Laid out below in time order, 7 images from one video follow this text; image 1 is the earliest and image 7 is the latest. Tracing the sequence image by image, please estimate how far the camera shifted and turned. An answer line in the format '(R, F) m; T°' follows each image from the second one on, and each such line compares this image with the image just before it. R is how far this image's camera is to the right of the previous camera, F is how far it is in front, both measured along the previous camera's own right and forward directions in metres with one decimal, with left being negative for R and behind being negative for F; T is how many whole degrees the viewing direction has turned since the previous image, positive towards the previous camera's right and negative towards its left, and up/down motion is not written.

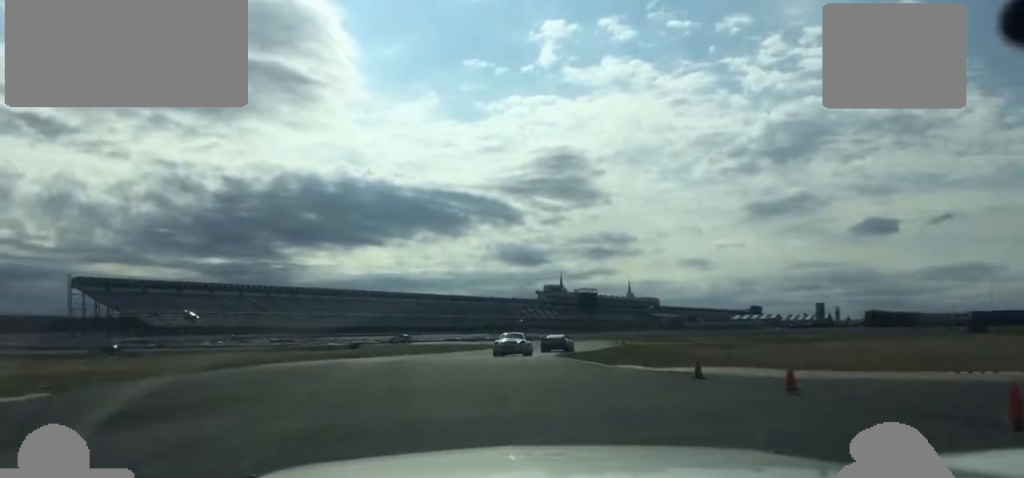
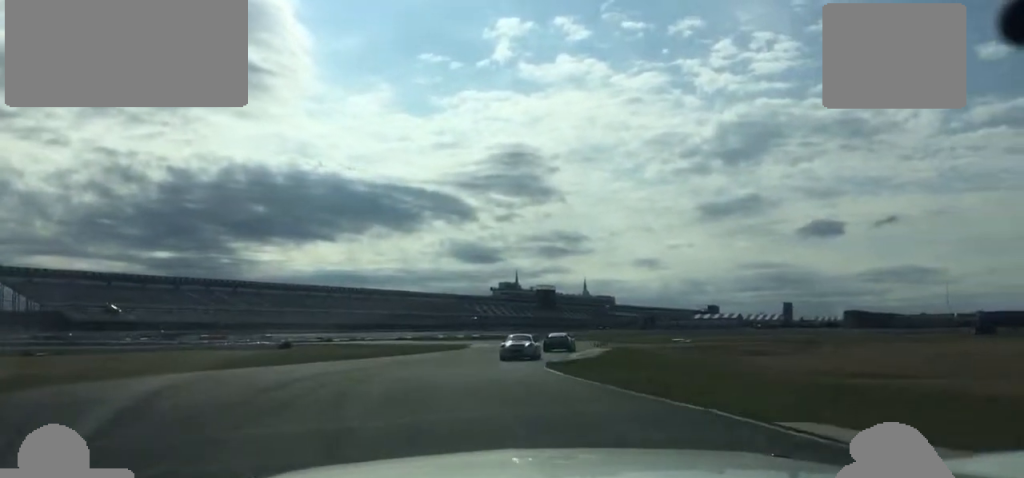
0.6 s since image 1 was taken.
(+0.5, +15.1) m; +2°
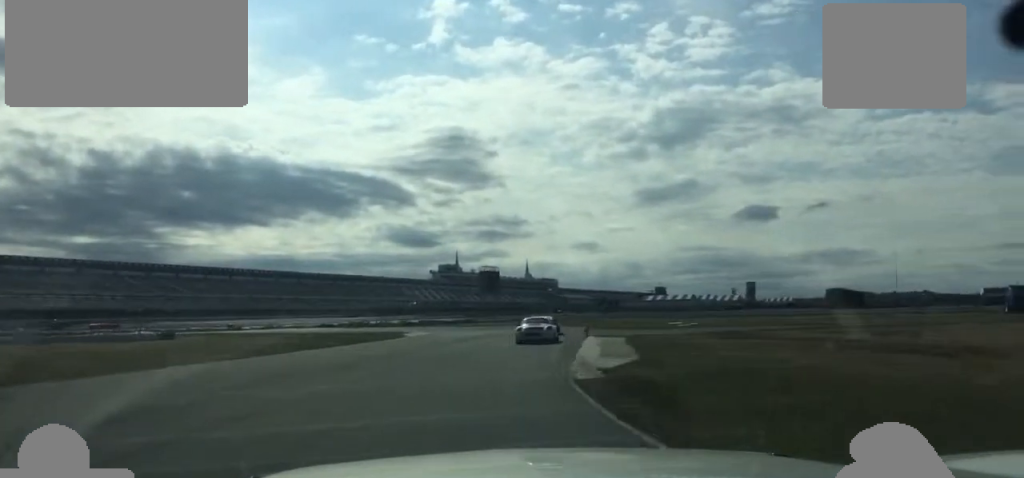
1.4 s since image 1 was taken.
(-0.1, +19.5) m; +4°
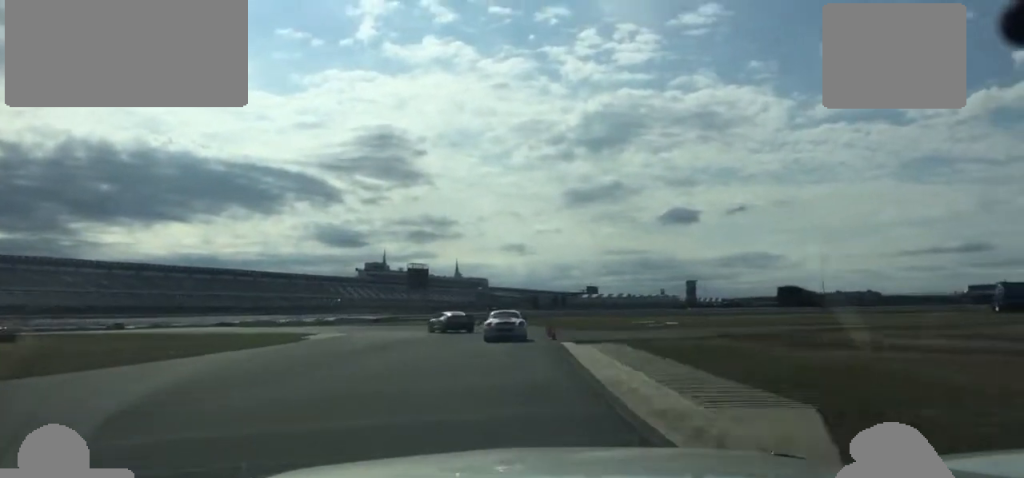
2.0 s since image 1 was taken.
(+0.8, +14.5) m; +3°
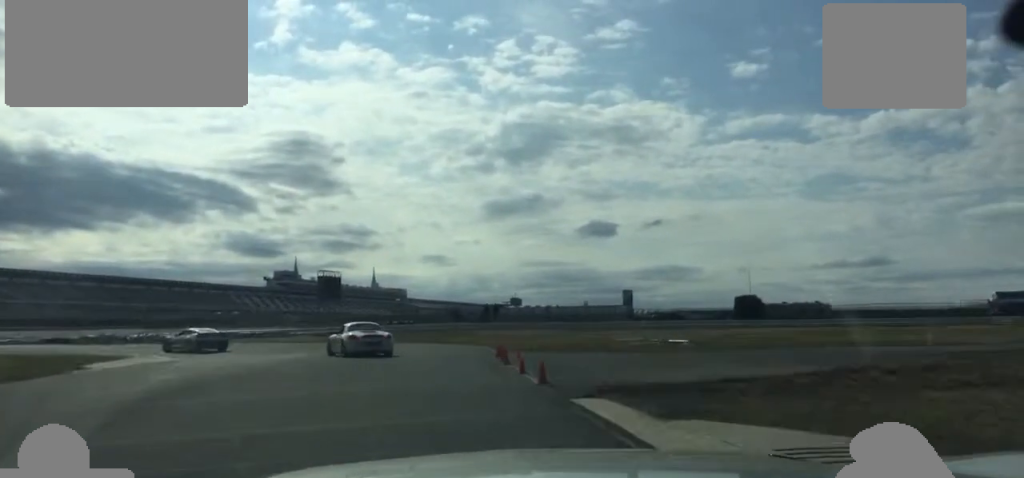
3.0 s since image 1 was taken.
(+0.7, +20.2) m; 0°
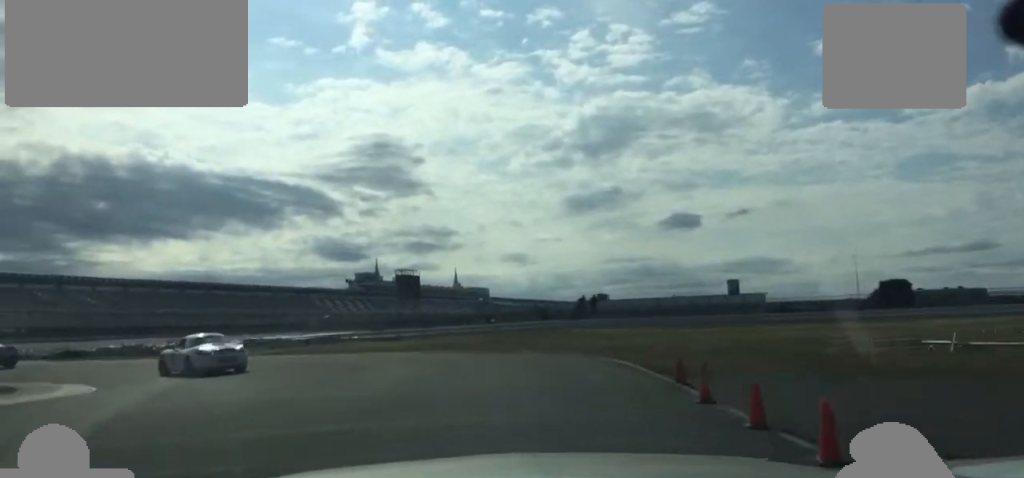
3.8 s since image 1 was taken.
(-0.5, +17.3) m; -8°
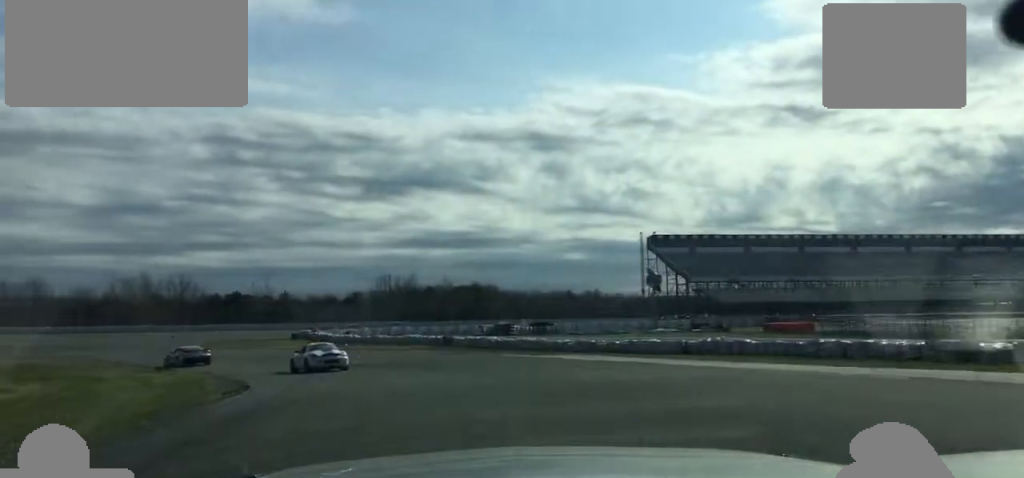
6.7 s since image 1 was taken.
(-22.9, +42.5) m; -54°
